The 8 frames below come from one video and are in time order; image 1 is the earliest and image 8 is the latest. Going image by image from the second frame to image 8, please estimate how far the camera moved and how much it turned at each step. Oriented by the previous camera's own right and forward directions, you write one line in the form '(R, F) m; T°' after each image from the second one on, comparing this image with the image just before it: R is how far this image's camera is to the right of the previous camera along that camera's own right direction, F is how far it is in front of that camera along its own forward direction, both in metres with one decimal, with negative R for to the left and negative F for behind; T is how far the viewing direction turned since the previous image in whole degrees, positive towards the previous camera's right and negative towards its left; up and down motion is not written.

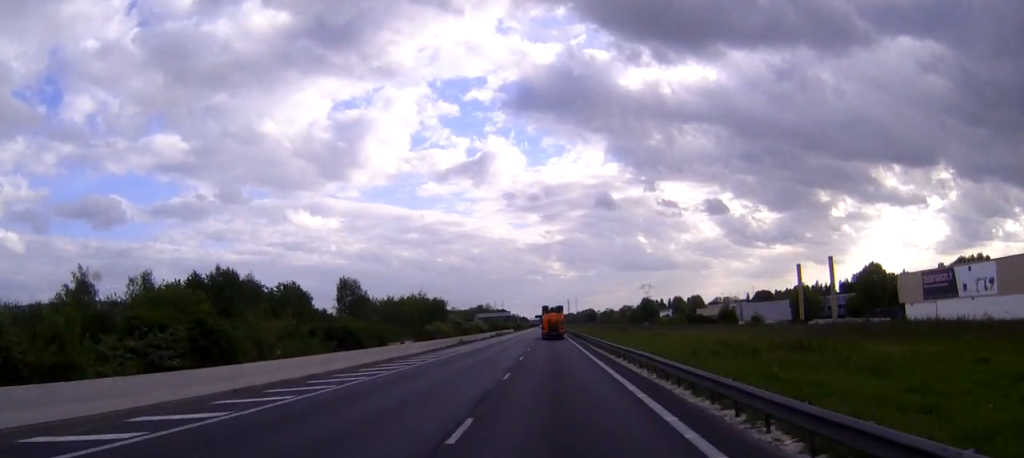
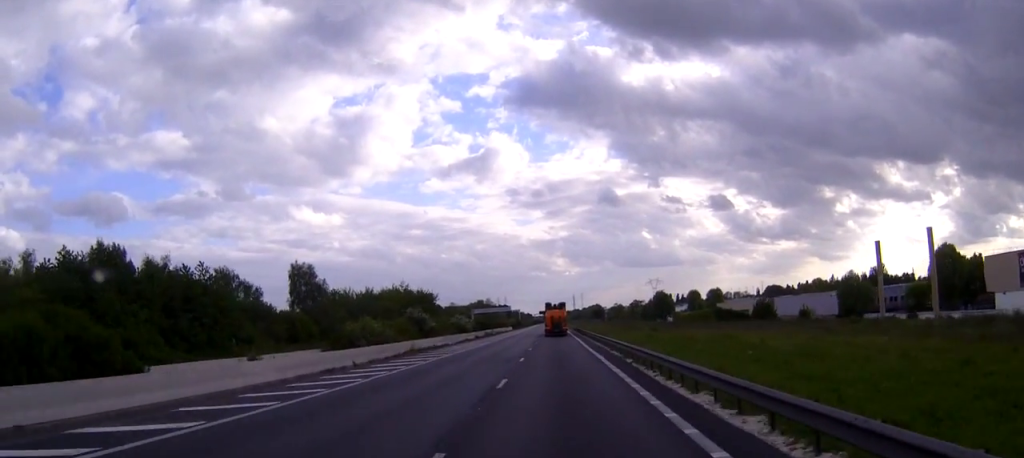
(-0.1, +30.0) m; 0°
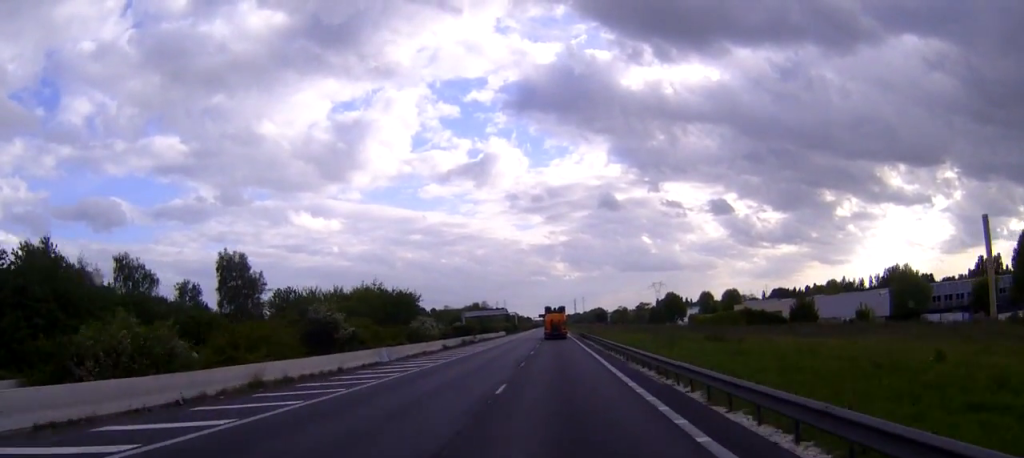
(0.0, +26.9) m; 0°
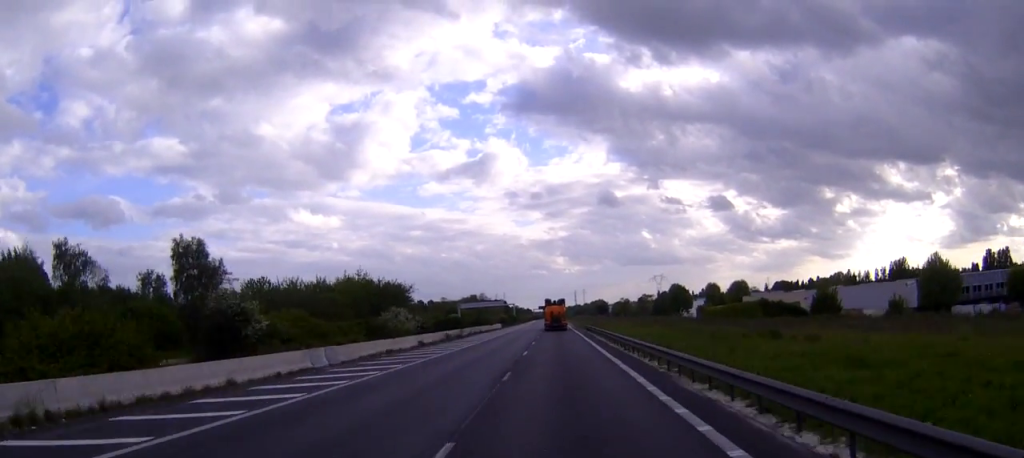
(0.0, +11.9) m; 0°
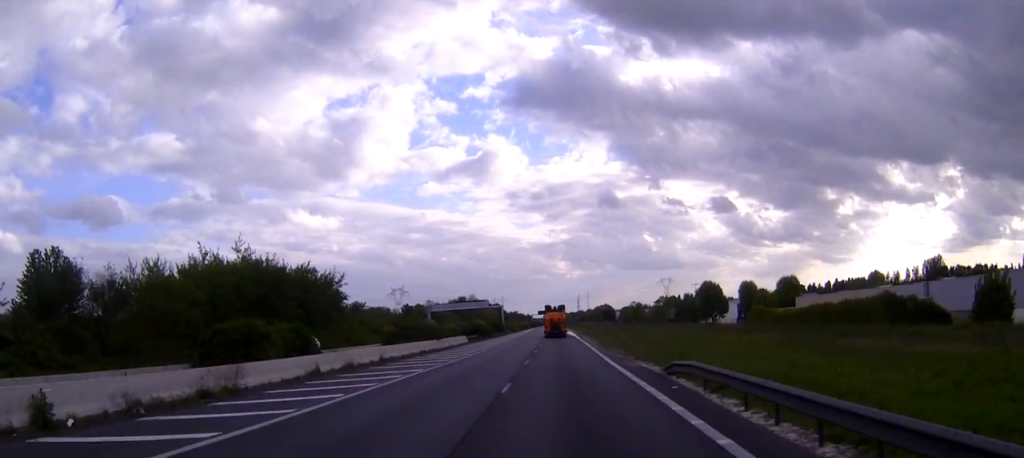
(-0.1, +54.3) m; 0°
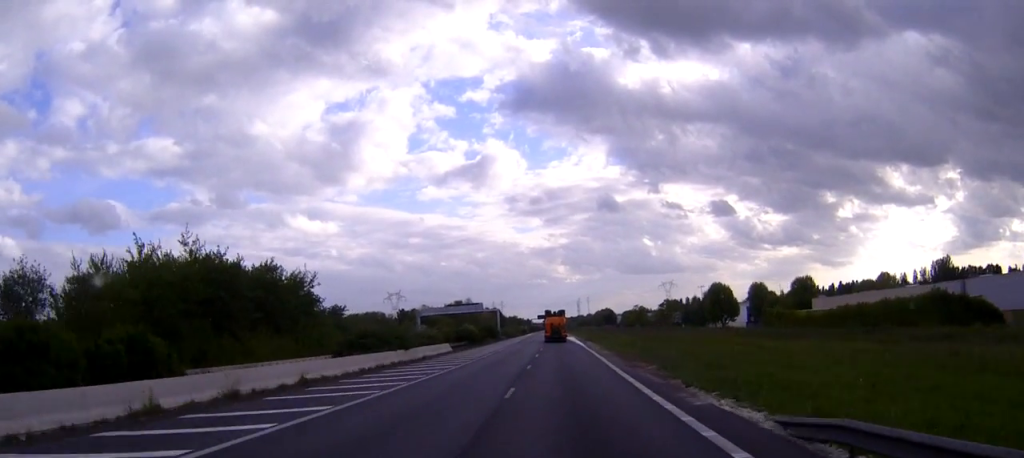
(0.0, +12.9) m; 0°
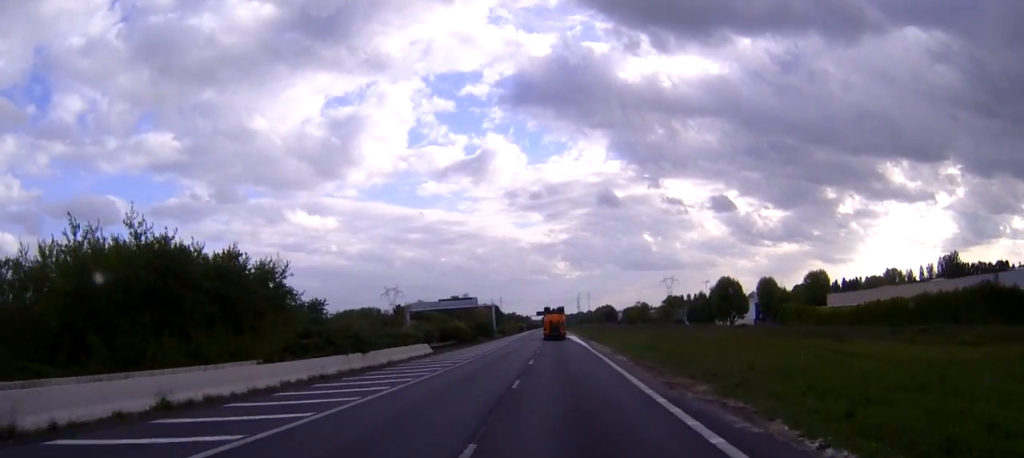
(0.0, +10.5) m; 0°
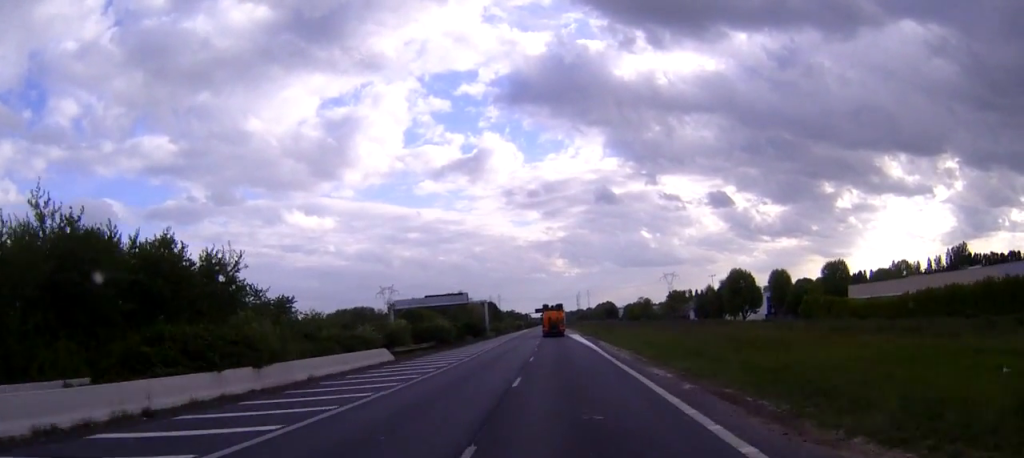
(0.0, +13.8) m; 0°
